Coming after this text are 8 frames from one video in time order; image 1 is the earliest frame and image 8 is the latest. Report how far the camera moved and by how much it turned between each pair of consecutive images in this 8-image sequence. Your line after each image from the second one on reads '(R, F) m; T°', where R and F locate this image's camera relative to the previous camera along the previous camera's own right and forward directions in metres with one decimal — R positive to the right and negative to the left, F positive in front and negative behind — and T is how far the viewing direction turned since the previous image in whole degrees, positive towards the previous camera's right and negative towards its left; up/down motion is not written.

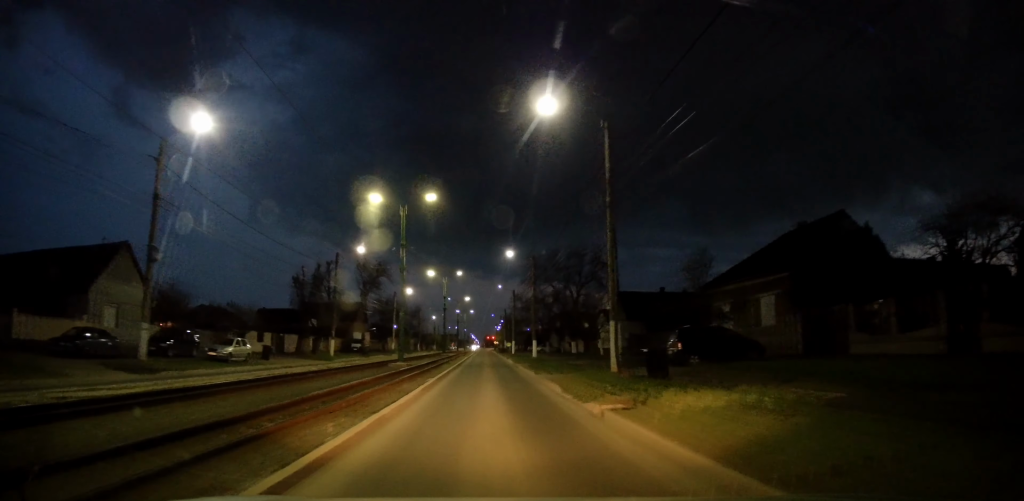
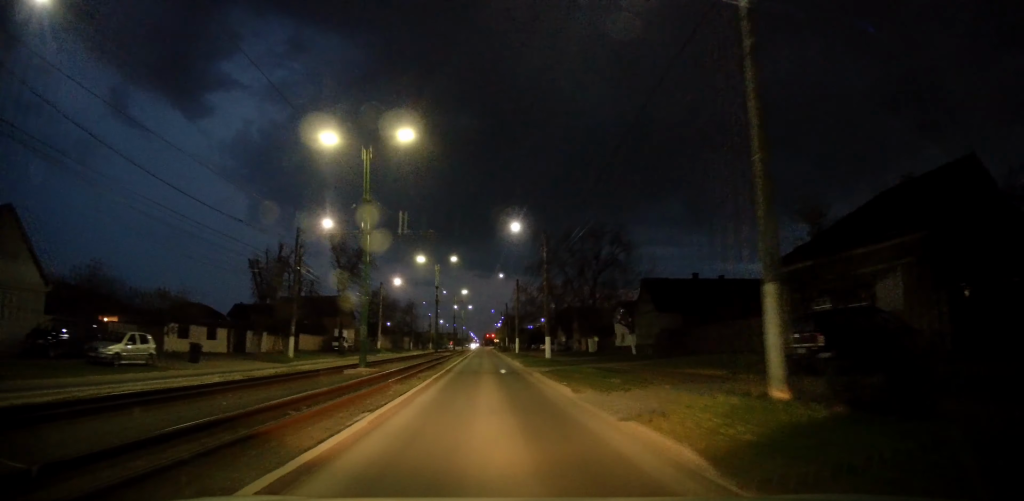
(+0.6, +10.0) m; +1°
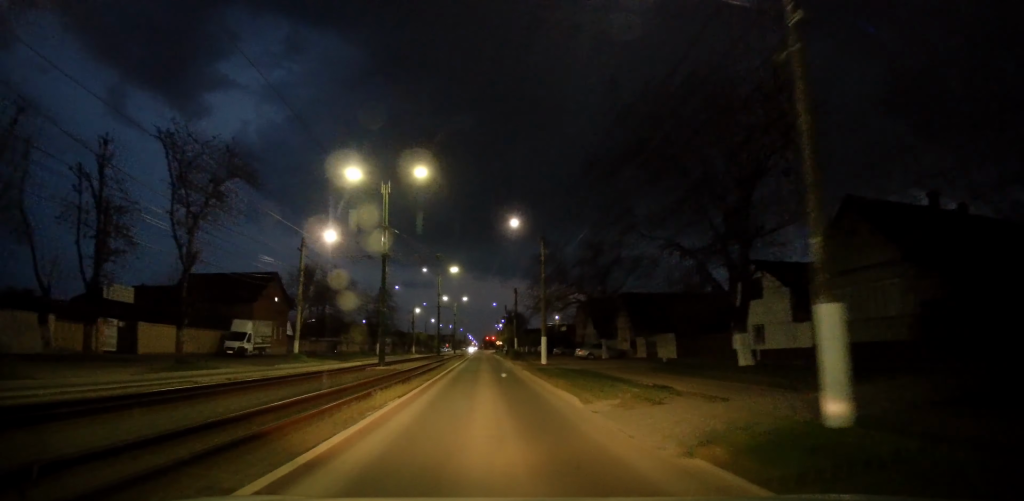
(-0.5, +30.5) m; -1°
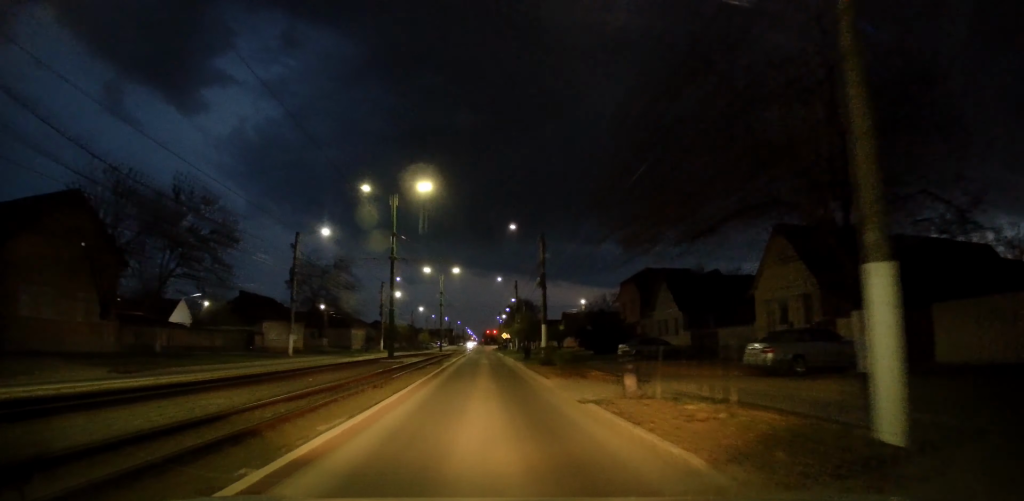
(0.0, +31.6) m; 0°
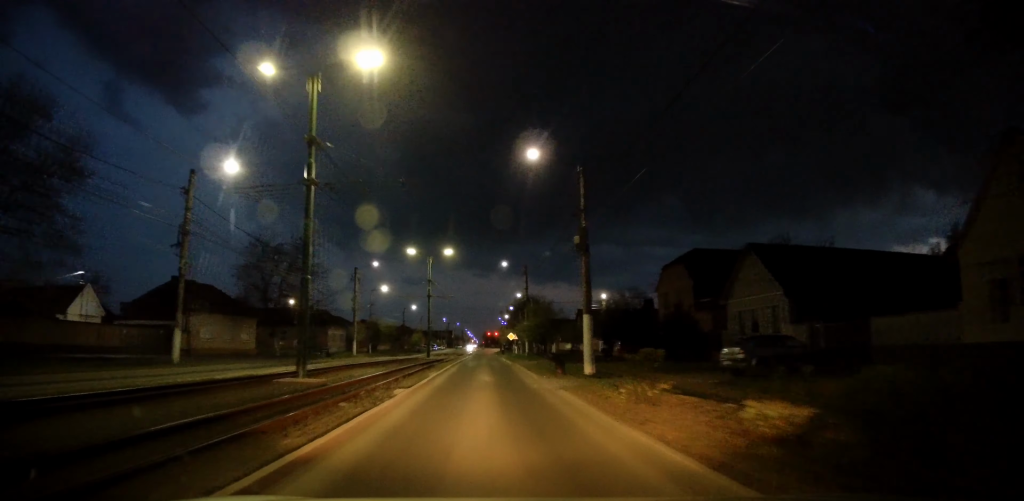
(+0.1, +15.2) m; +1°
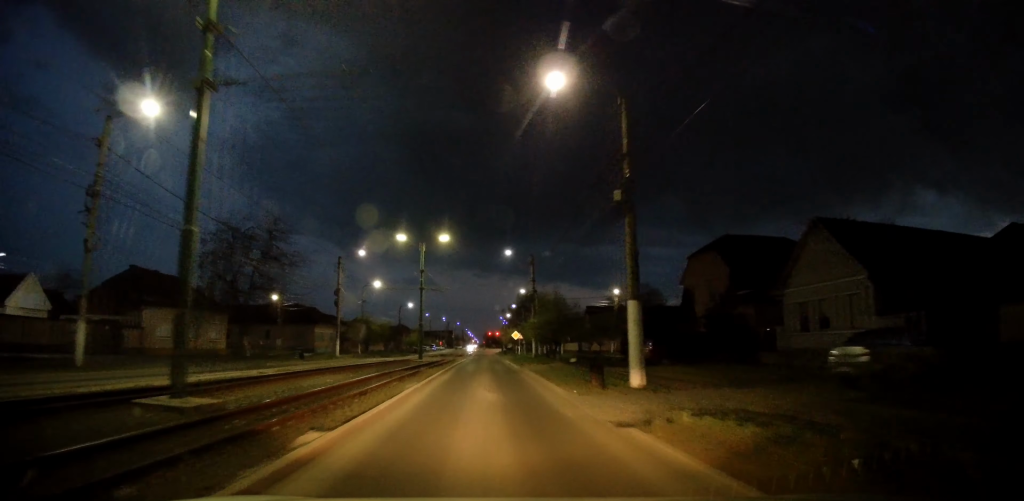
(0.0, +6.7) m; 0°
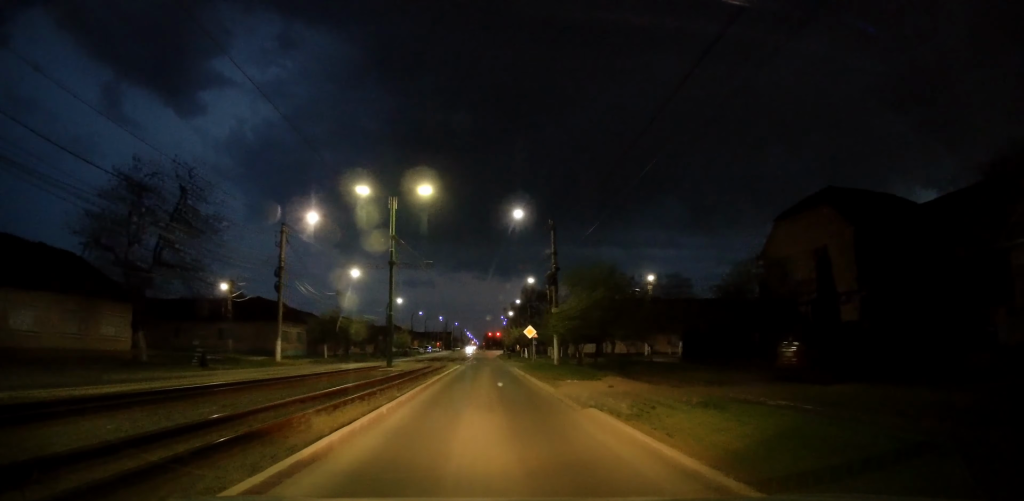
(0.0, +14.3) m; 0°
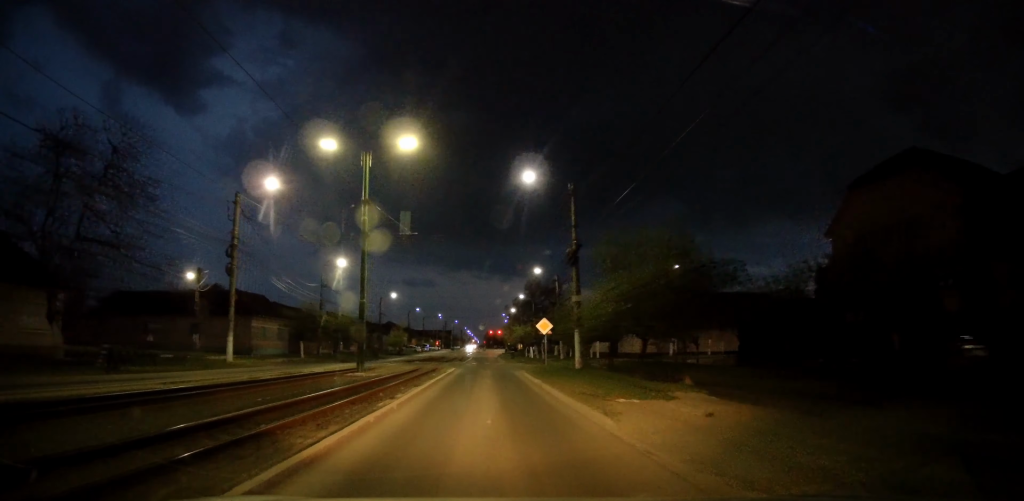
(0.0, +7.1) m; 0°
